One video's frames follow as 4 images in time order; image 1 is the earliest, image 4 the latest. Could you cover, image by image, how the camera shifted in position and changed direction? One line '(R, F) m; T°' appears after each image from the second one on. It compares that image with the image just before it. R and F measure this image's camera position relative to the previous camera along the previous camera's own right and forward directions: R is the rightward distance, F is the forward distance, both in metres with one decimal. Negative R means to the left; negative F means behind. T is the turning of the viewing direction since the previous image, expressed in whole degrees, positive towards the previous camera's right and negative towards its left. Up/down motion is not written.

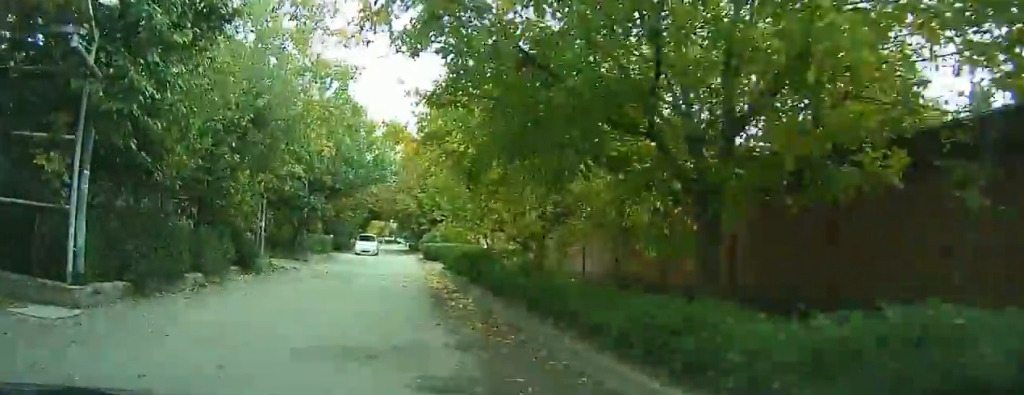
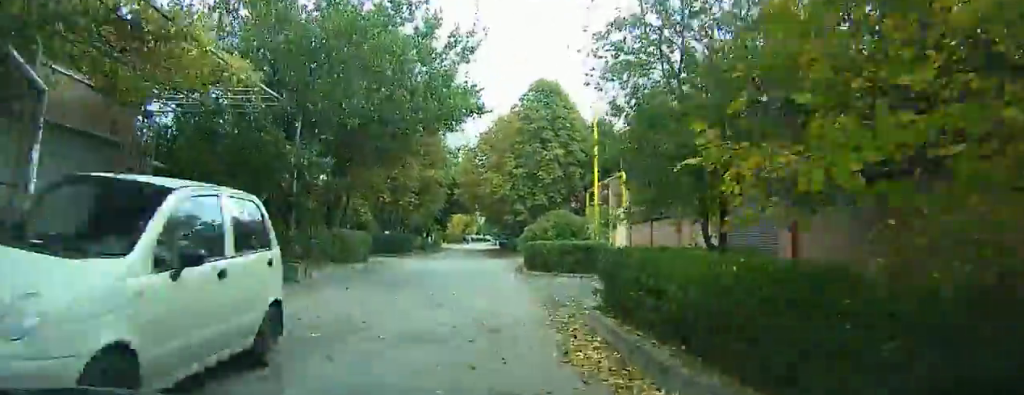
(-4.4, +13.5) m; -20°
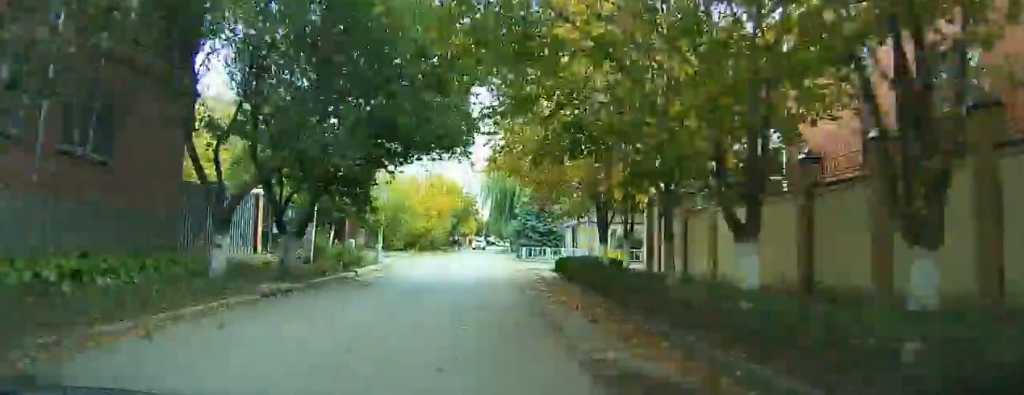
(-1.3, +39.2) m; -1°
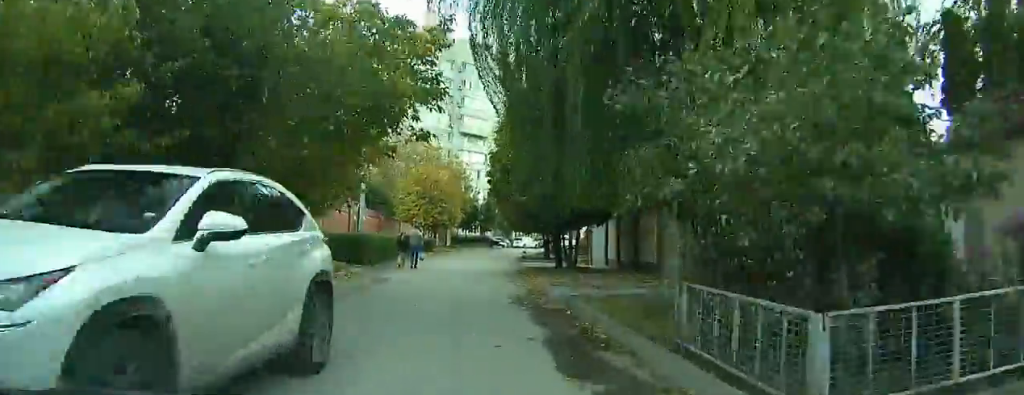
(+1.5, +51.4) m; +2°
